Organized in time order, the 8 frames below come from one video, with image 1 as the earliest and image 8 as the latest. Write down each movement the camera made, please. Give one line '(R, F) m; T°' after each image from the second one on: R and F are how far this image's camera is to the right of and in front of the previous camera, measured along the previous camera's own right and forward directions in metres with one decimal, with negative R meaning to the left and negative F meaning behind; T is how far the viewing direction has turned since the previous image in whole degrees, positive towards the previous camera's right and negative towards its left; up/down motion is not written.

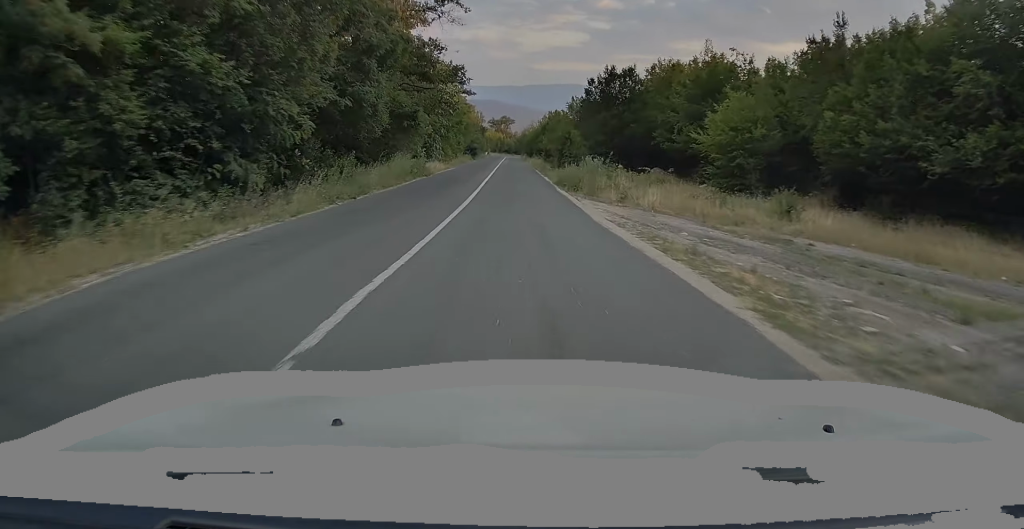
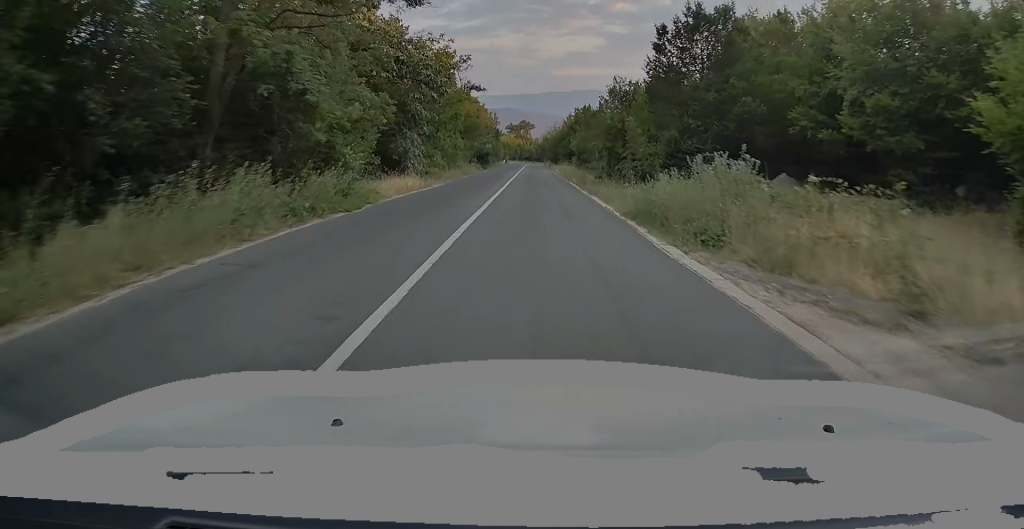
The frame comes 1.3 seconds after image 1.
(-0.3, +17.5) m; -2°
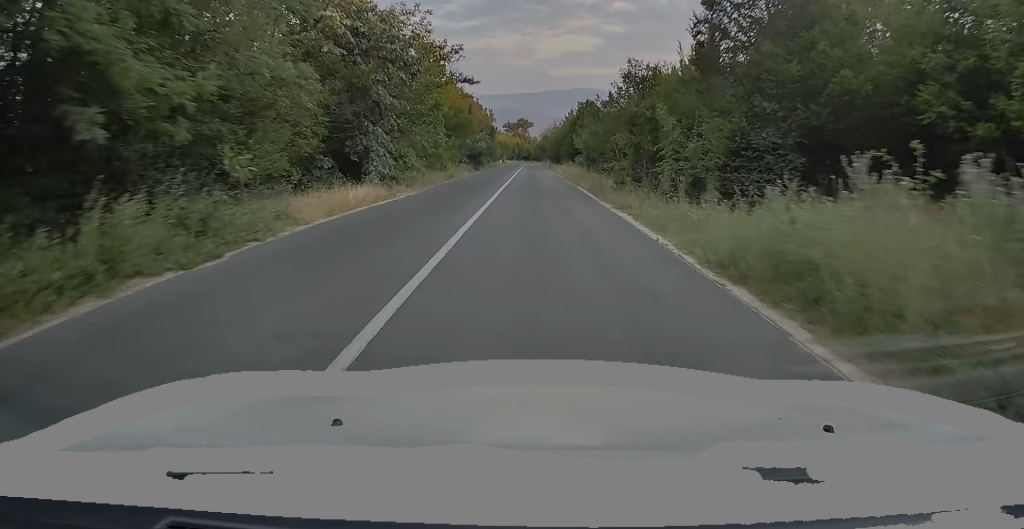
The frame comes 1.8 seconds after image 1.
(-0.1, +7.3) m; 0°
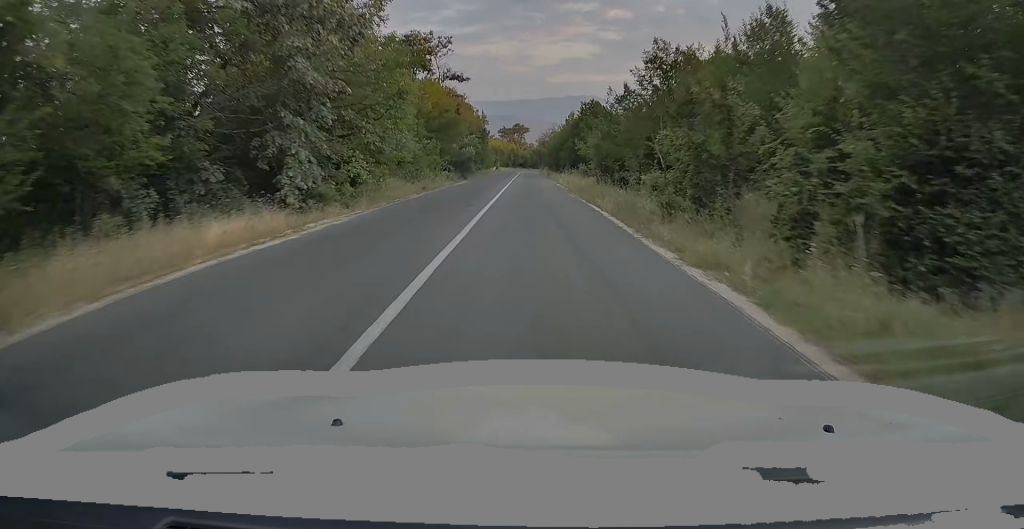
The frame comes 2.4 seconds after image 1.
(-0.2, +8.2) m; 0°
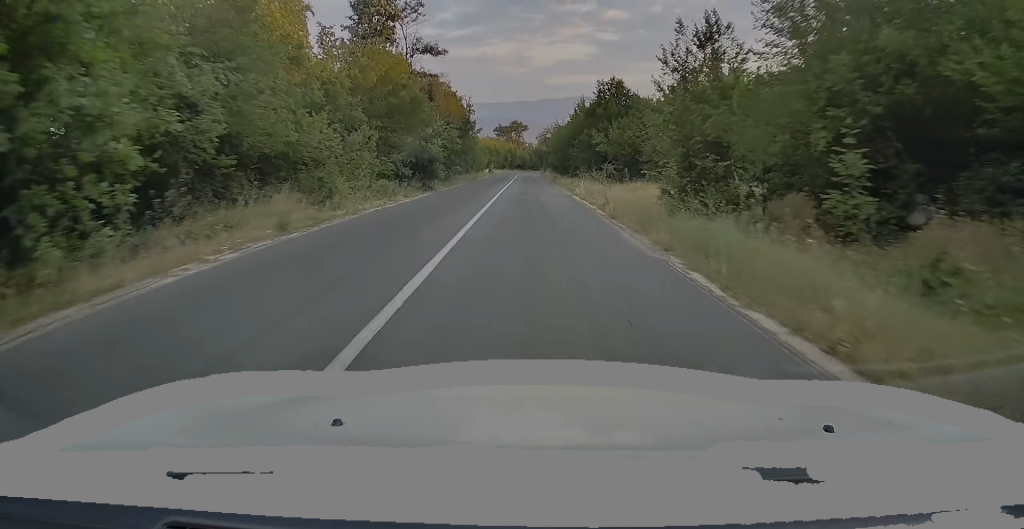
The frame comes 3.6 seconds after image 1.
(+0.4, +16.9) m; +1°
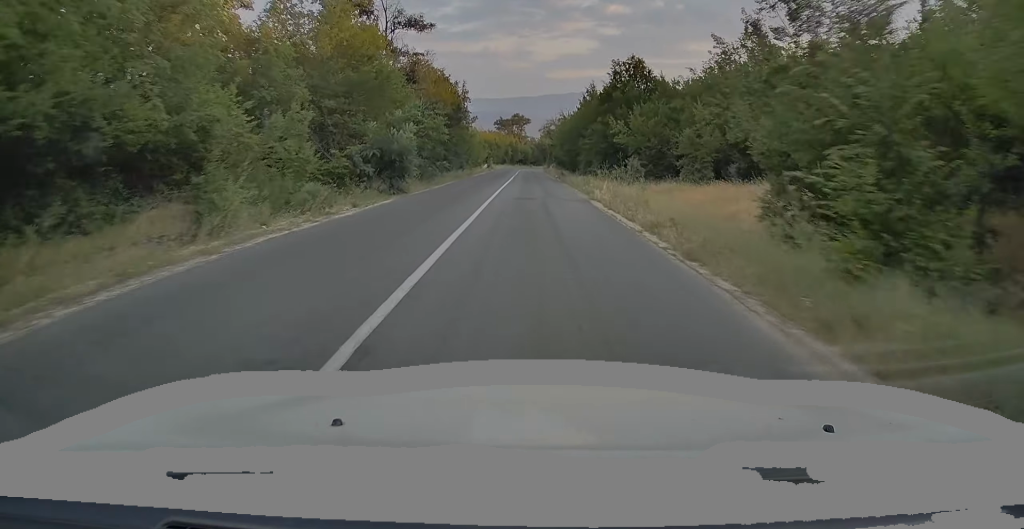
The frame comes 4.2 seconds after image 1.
(-0.1, +7.9) m; 0°
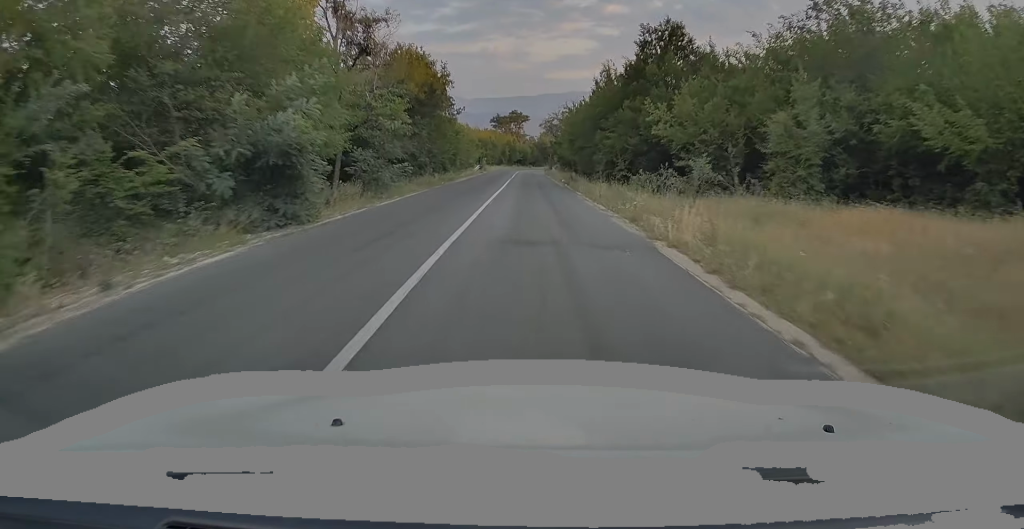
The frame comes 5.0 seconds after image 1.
(+0.1, +11.0) m; +1°
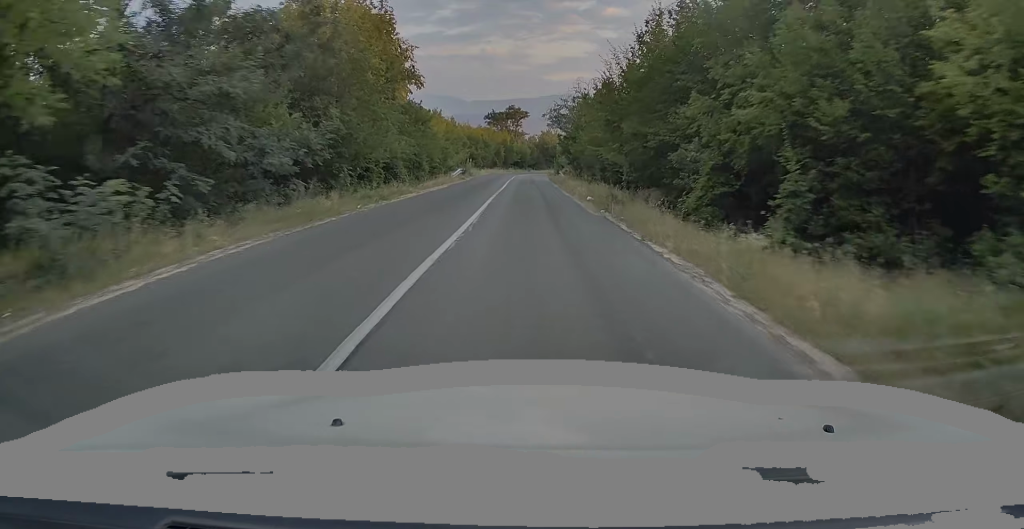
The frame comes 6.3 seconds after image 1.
(+0.1, +17.8) m; -1°
